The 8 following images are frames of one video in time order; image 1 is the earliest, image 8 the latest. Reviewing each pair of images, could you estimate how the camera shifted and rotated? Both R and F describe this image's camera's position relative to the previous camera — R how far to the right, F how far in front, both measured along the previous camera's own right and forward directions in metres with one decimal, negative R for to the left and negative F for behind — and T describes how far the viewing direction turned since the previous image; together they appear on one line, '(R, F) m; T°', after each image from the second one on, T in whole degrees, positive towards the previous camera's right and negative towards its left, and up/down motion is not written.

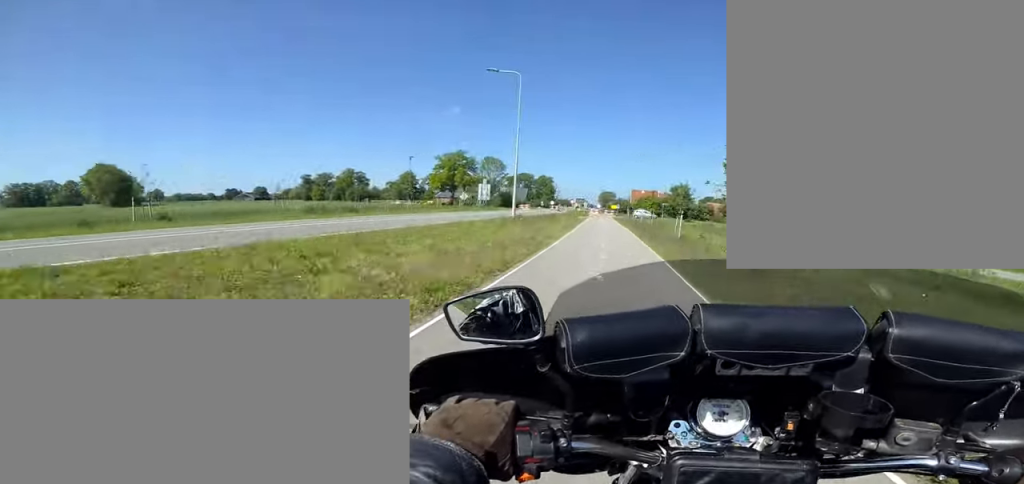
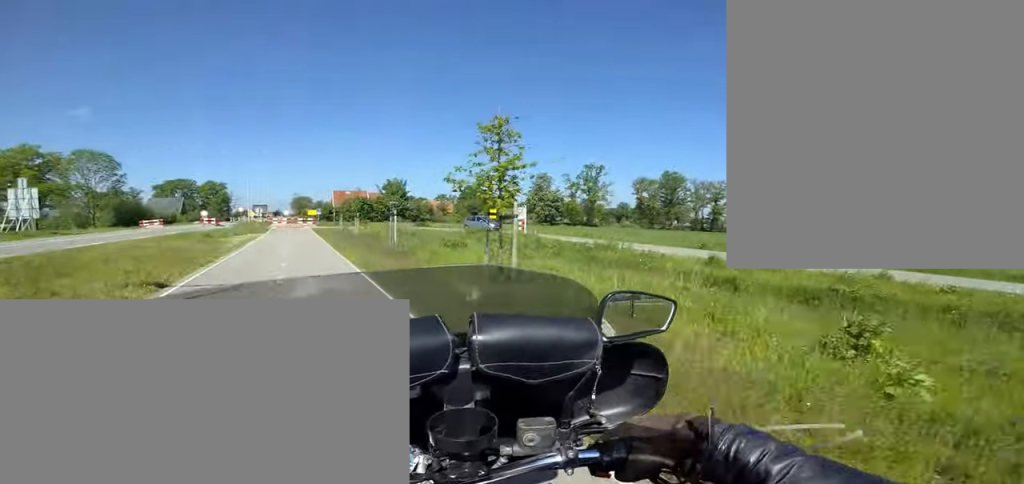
(0.0, +19.6) m; 0°
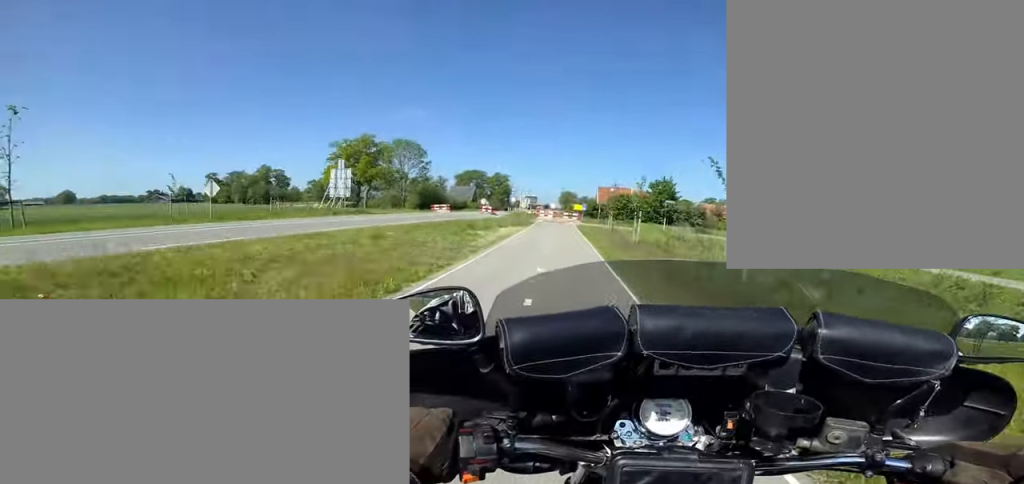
(0.0, +5.8) m; 0°
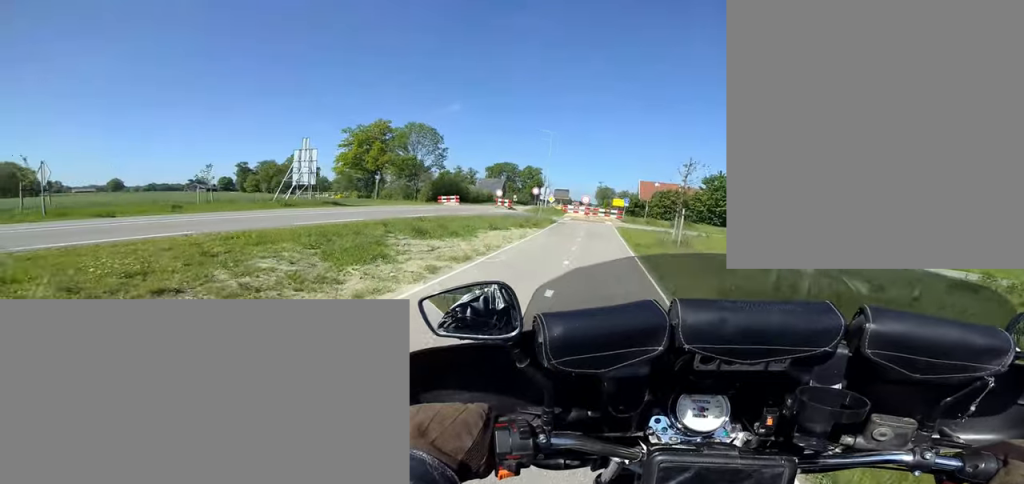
(0.0, +7.7) m; 0°
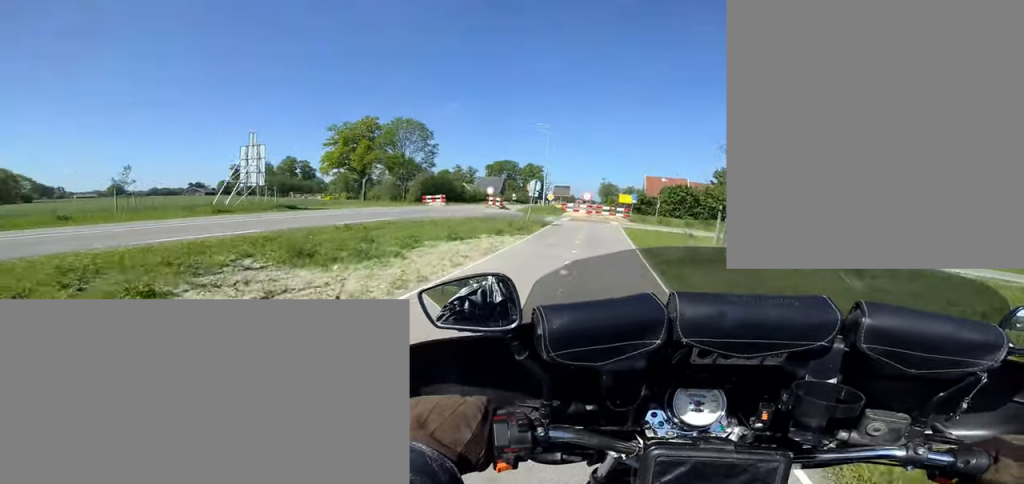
(0.0, +3.6) m; 0°
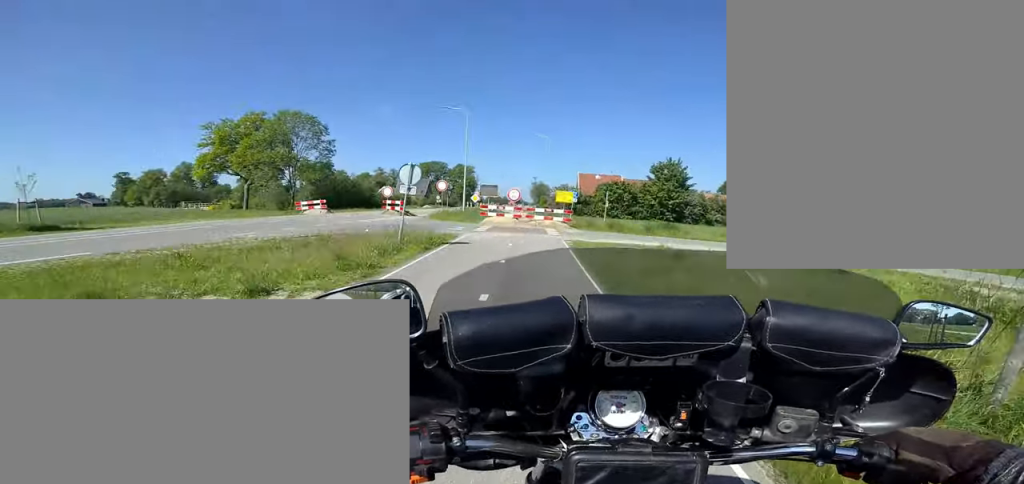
(0.0, +6.2) m; 0°
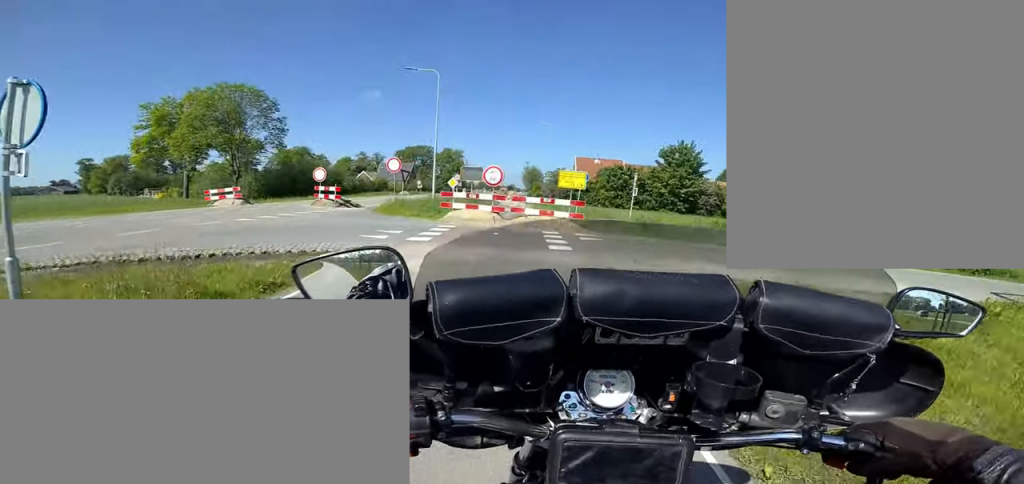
(0.0, +5.2) m; 0°
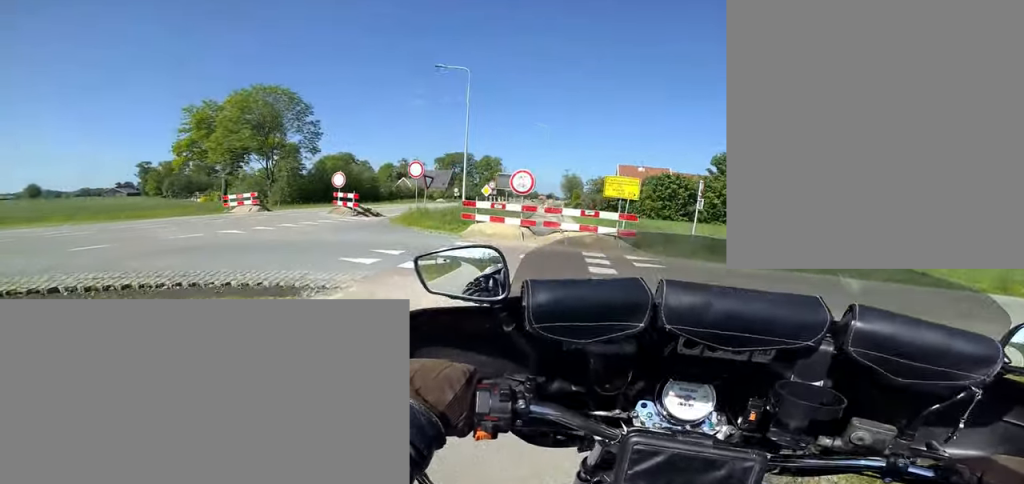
(0.0, +2.0) m; 0°
